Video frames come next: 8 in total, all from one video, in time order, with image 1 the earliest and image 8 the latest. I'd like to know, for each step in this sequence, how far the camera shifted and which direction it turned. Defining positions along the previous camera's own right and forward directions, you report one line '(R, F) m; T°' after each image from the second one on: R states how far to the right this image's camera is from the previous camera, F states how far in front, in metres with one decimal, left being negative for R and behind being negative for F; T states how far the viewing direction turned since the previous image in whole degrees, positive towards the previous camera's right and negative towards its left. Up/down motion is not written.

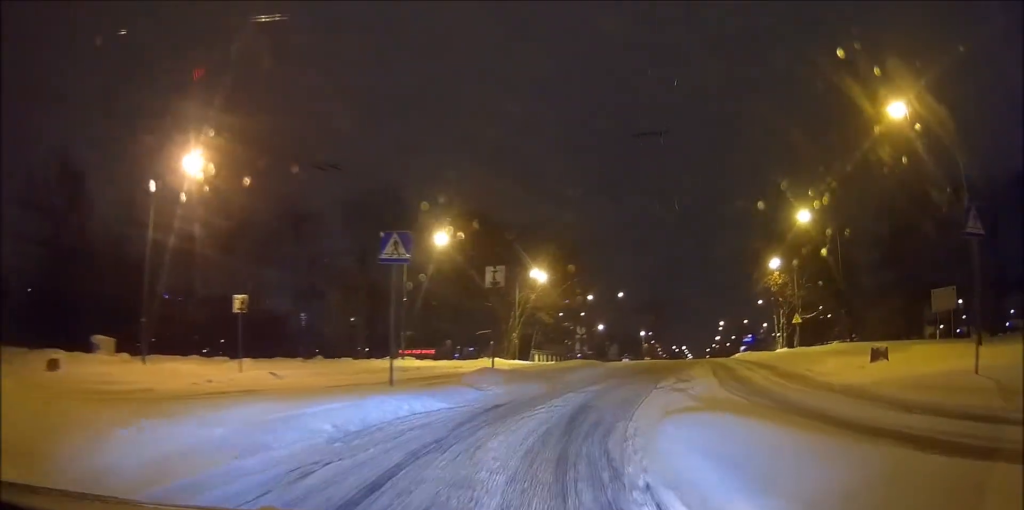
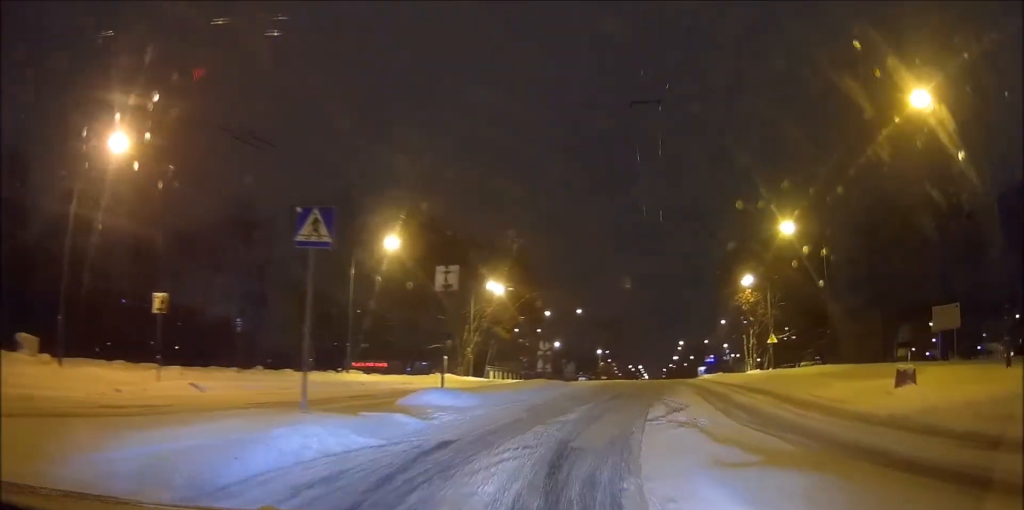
(0.0, +3.1) m; +3°
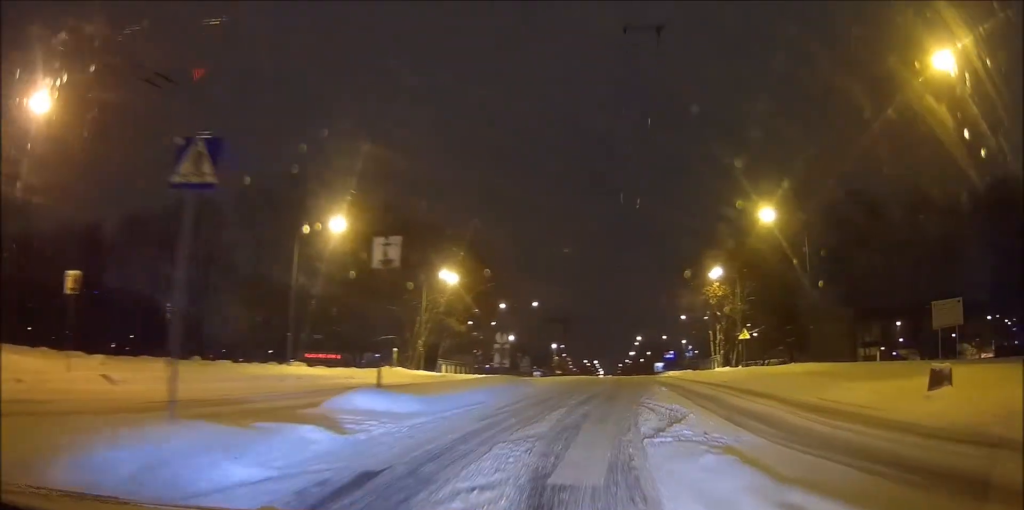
(0.0, +2.8) m; +3°
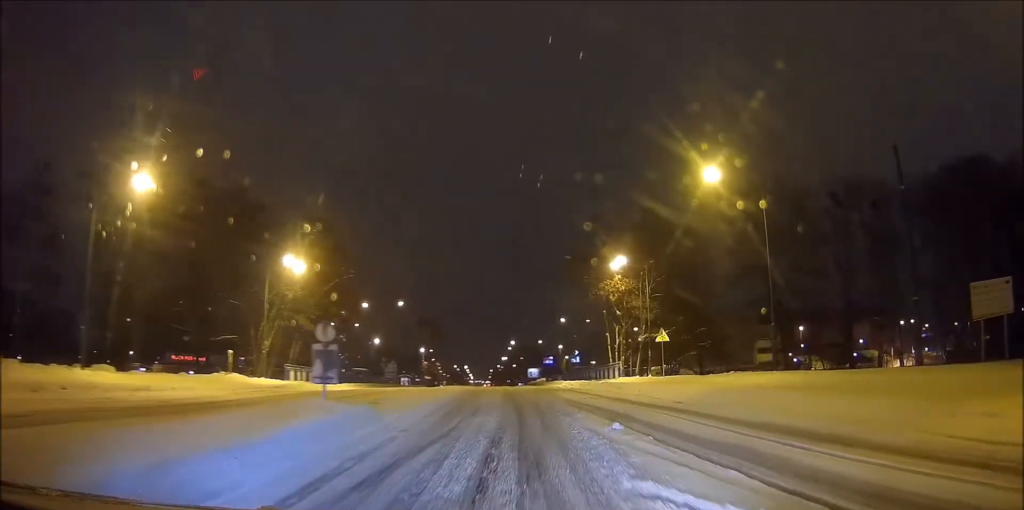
(+0.9, +9.7) m; +10°
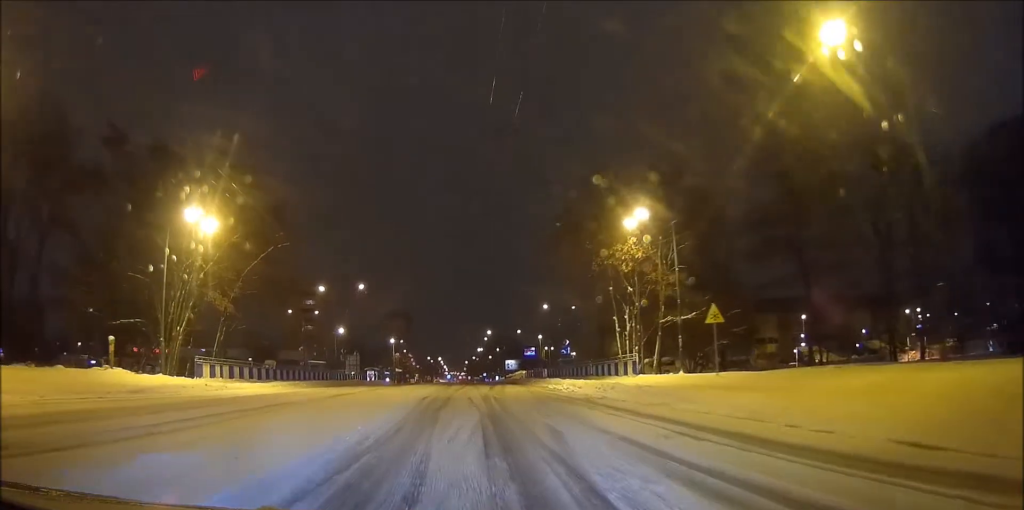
(+0.9, +12.8) m; +6°
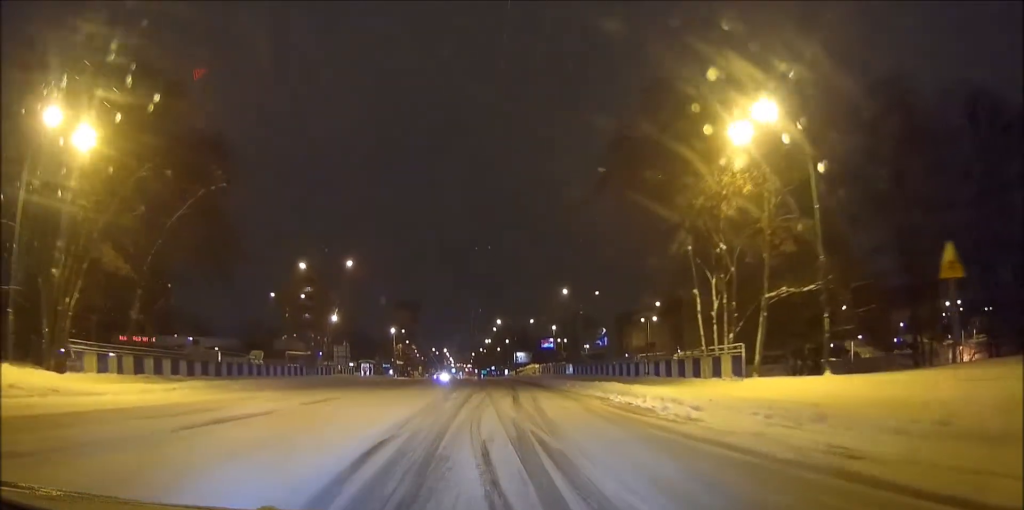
(0.0, +13.8) m; 0°
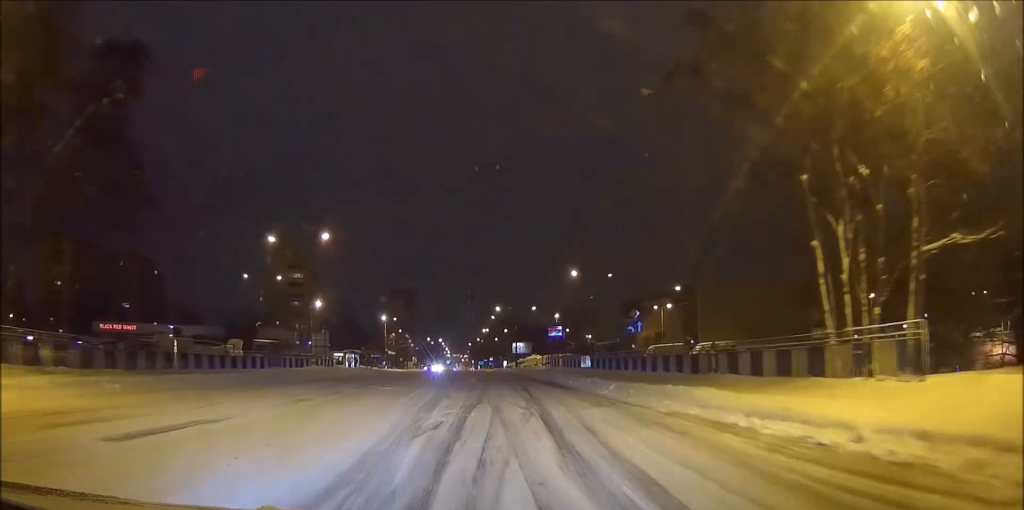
(0.0, +10.5) m; +1°
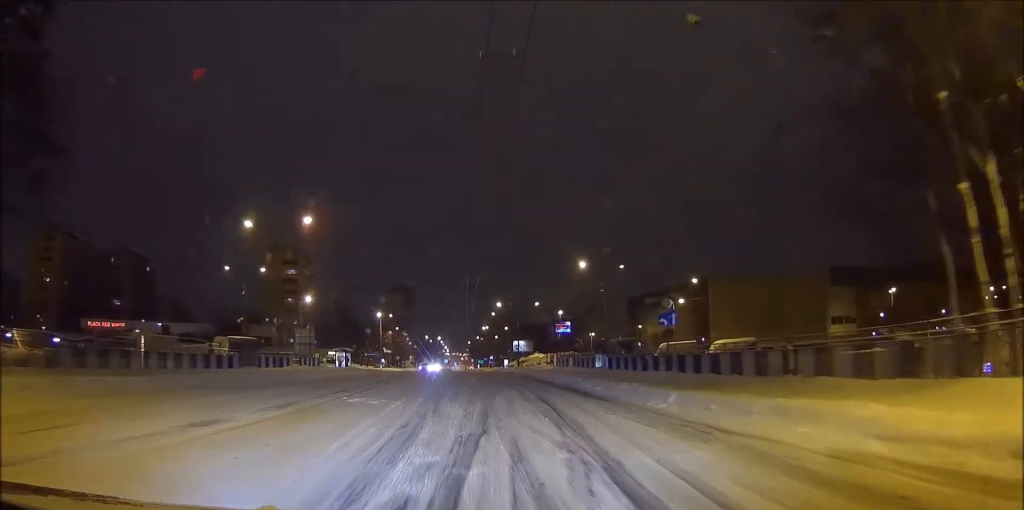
(+0.1, +6.3) m; +1°
